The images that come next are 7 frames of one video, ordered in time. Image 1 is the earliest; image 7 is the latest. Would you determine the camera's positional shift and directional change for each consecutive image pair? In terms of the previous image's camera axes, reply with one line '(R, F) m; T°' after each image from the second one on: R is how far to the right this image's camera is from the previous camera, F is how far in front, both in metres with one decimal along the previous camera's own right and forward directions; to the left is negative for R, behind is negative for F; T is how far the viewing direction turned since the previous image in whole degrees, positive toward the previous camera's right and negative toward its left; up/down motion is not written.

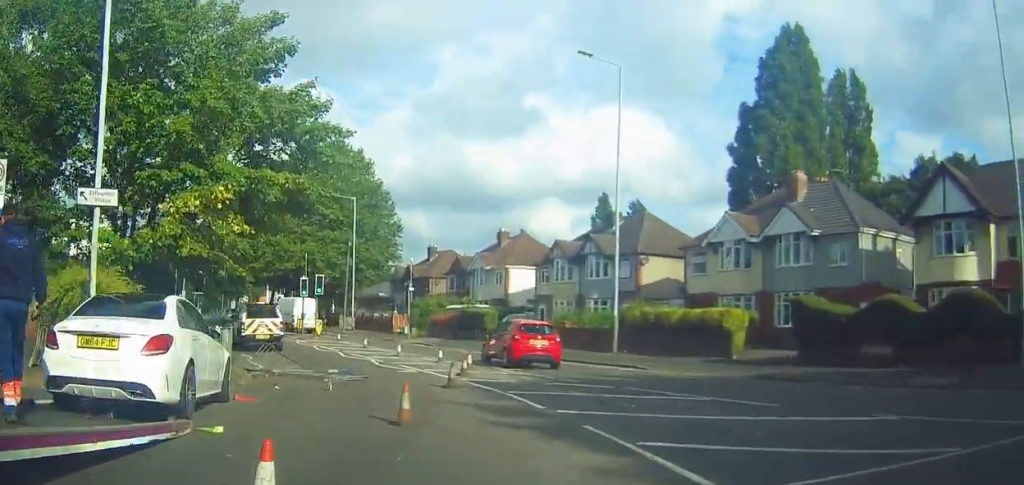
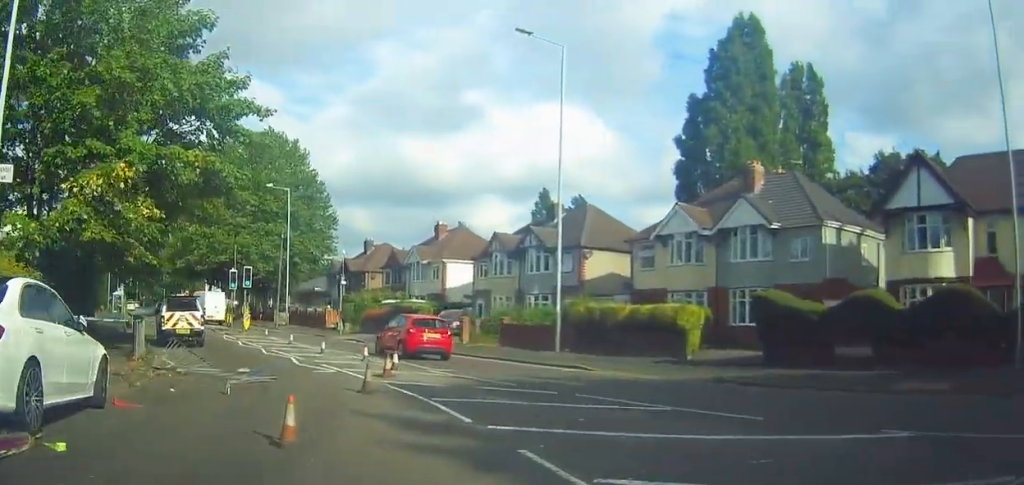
(+0.1, +1.9) m; +4°
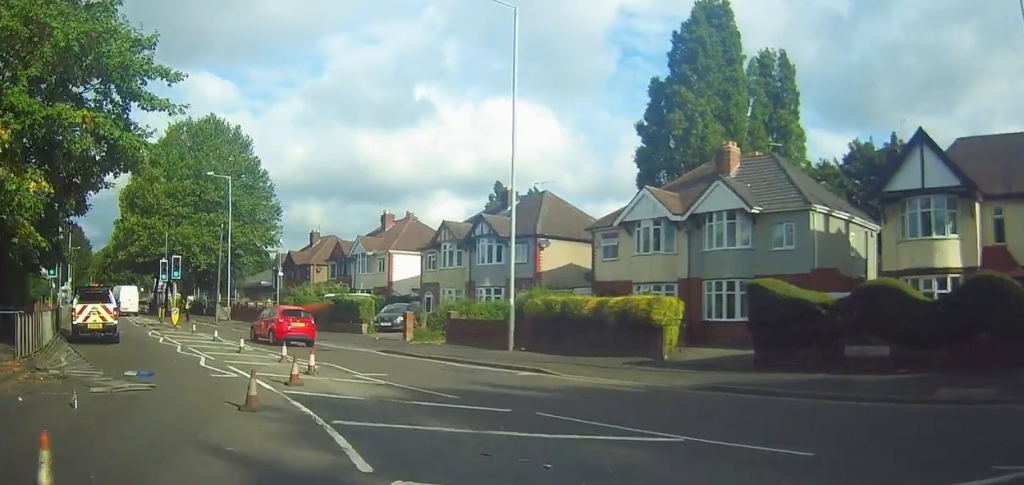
(+0.4, +3.1) m; +8°
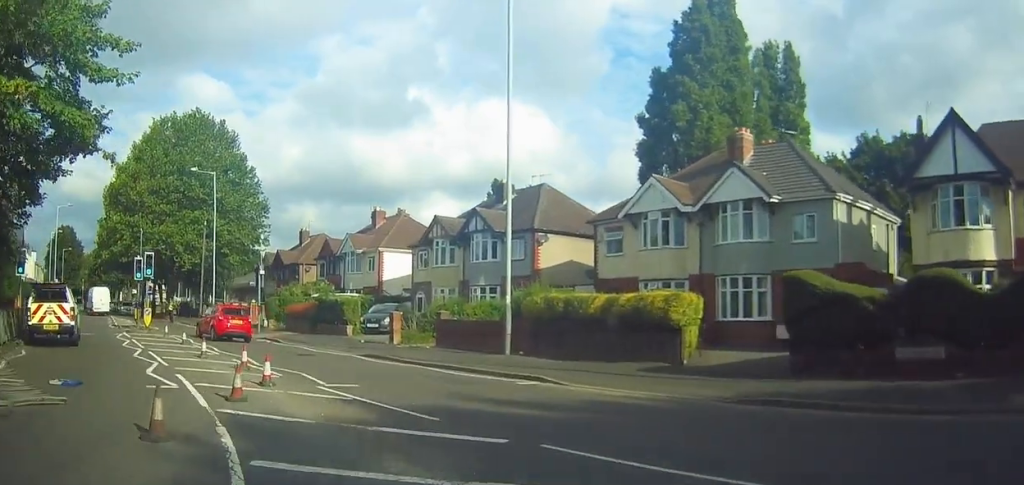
(0.0, +2.4) m; -1°
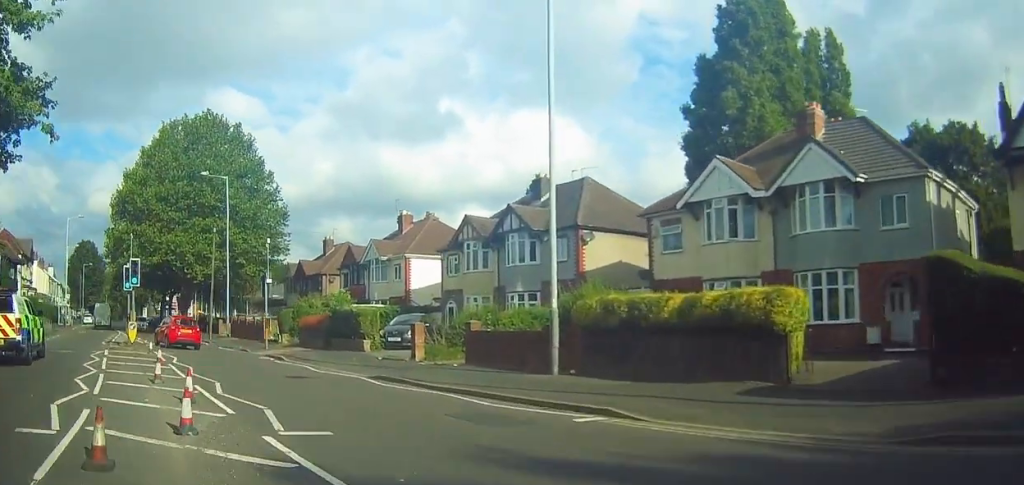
(0.0, +4.3) m; -3°
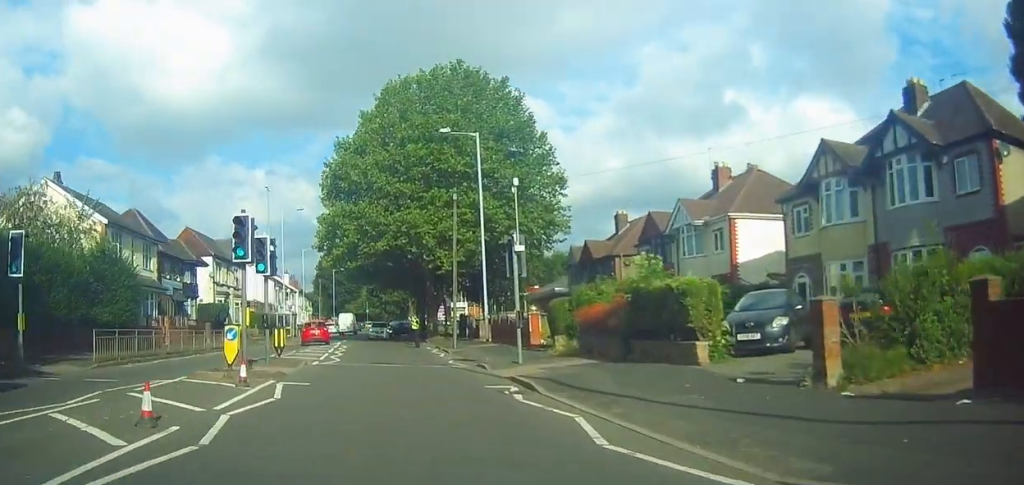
(-2.1, +12.3) m; -23°
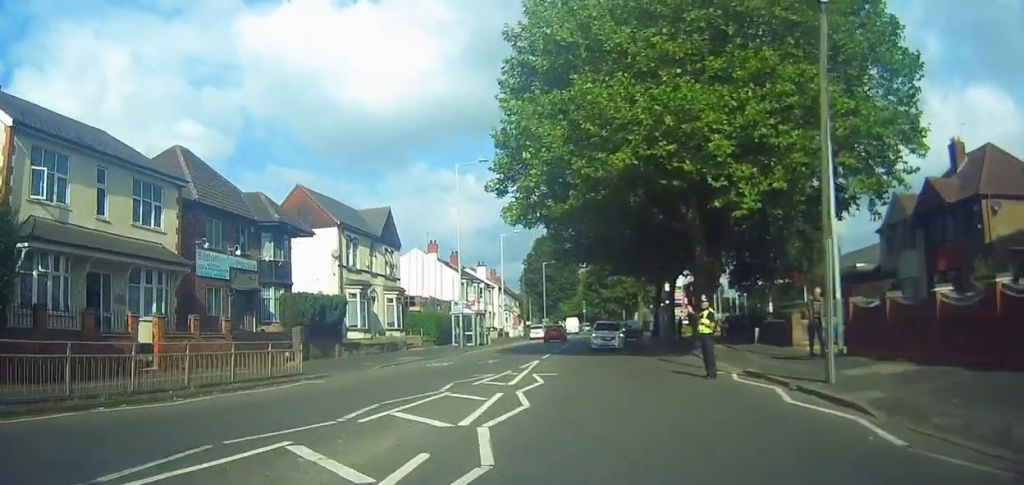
(-1.4, +19.3) m; -16°
